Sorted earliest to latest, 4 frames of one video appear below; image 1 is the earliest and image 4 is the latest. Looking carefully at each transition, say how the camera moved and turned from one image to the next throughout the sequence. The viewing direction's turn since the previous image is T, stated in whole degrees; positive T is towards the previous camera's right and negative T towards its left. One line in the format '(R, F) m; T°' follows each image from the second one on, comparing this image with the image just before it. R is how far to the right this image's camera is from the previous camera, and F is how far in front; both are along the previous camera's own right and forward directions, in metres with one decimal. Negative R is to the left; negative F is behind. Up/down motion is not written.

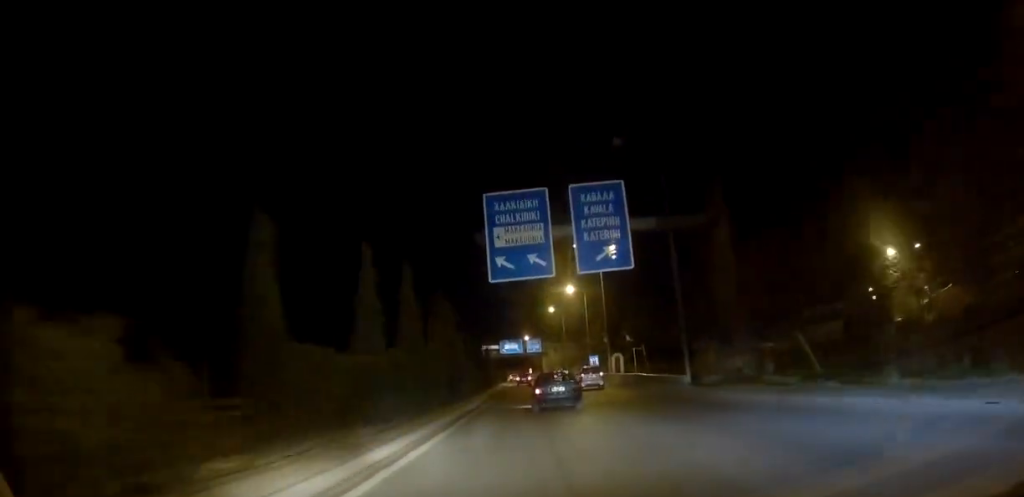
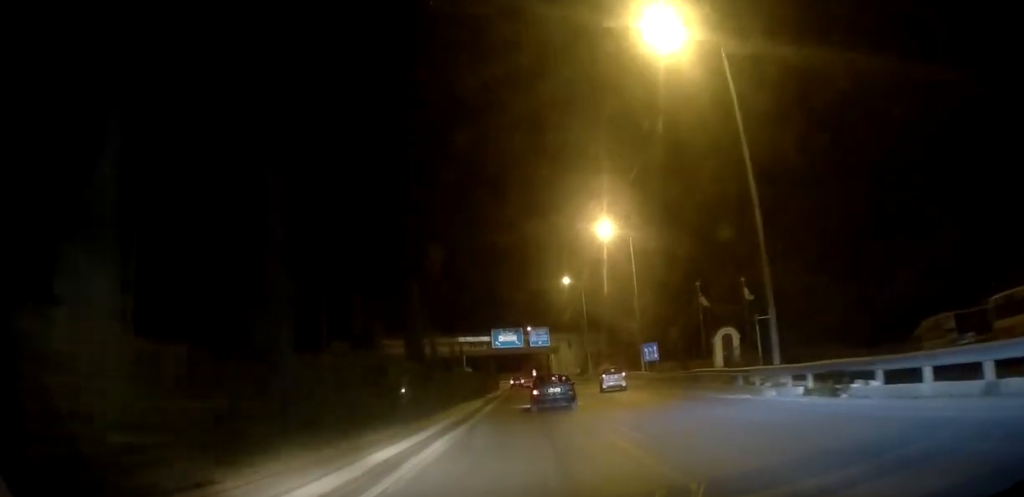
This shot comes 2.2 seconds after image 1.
(+1.1, +40.5) m; +1°
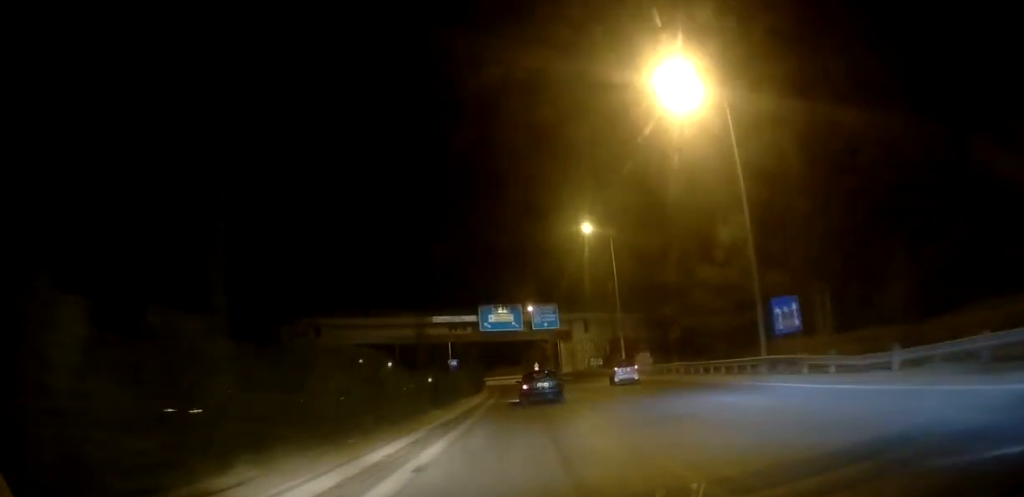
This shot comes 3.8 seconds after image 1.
(-1.0, +27.3) m; -2°
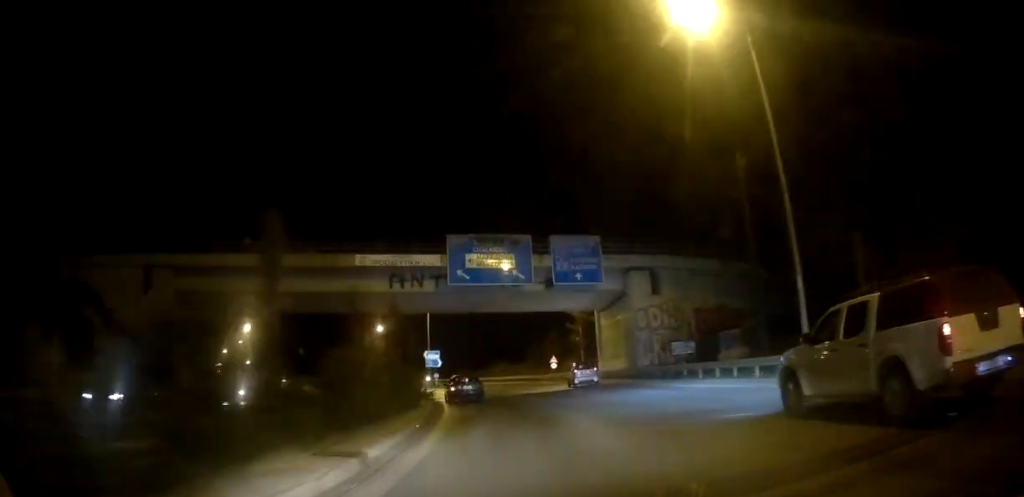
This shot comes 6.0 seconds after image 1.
(-0.4, +34.4) m; -4°
